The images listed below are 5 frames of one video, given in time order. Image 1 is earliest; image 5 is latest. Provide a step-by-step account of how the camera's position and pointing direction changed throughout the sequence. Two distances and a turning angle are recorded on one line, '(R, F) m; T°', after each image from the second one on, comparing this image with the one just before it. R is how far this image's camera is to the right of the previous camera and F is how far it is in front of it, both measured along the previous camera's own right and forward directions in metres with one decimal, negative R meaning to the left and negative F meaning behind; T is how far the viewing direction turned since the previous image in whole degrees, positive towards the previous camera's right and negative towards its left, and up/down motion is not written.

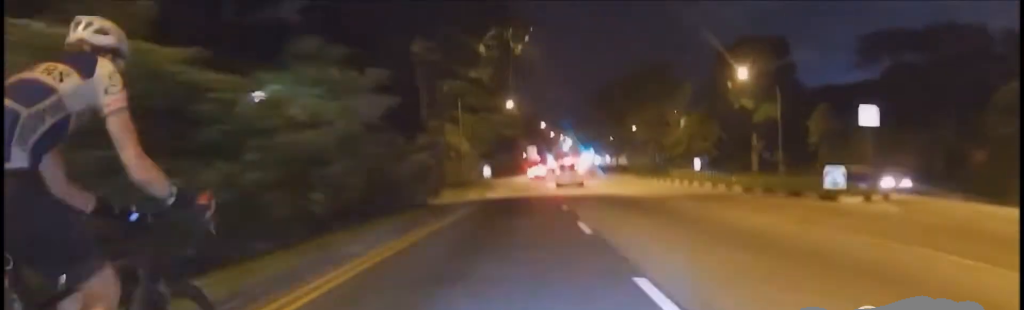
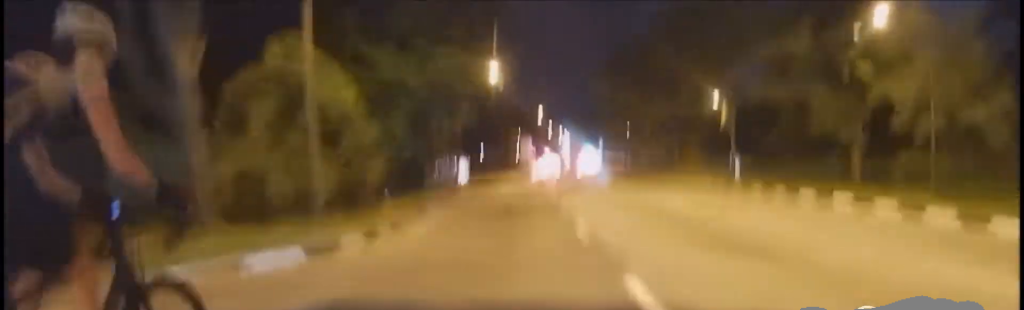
(+1.7, +24.4) m; +5°
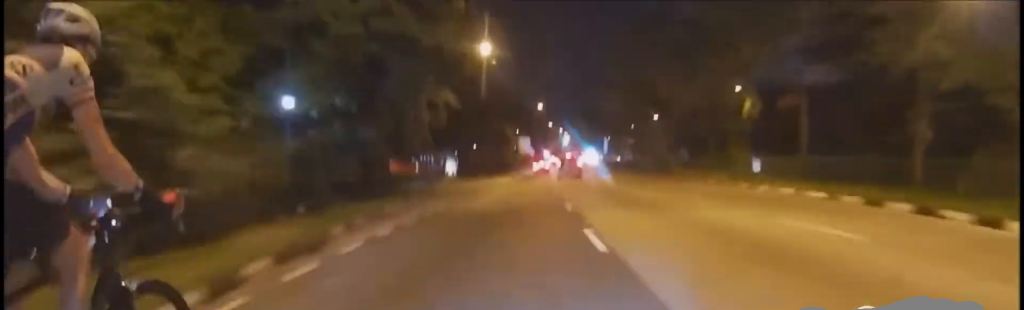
(0.0, +8.7) m; 0°
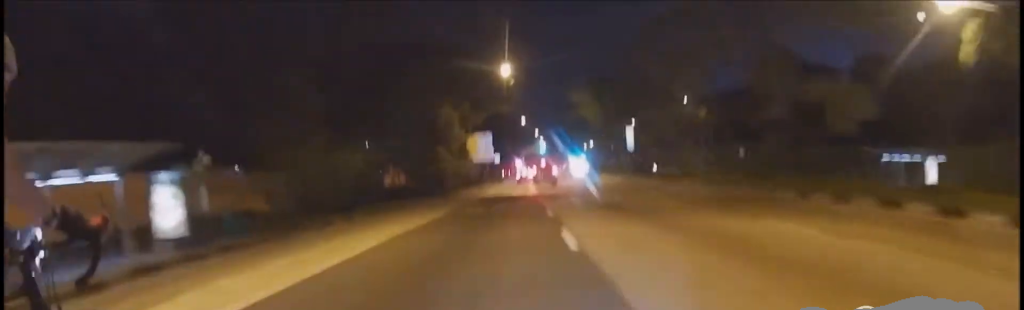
(0.0, +40.5) m; +3°
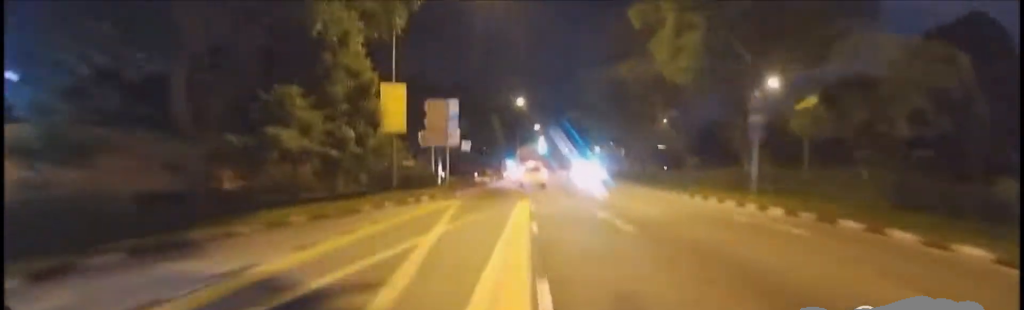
(+1.7, +27.8) m; +1°
